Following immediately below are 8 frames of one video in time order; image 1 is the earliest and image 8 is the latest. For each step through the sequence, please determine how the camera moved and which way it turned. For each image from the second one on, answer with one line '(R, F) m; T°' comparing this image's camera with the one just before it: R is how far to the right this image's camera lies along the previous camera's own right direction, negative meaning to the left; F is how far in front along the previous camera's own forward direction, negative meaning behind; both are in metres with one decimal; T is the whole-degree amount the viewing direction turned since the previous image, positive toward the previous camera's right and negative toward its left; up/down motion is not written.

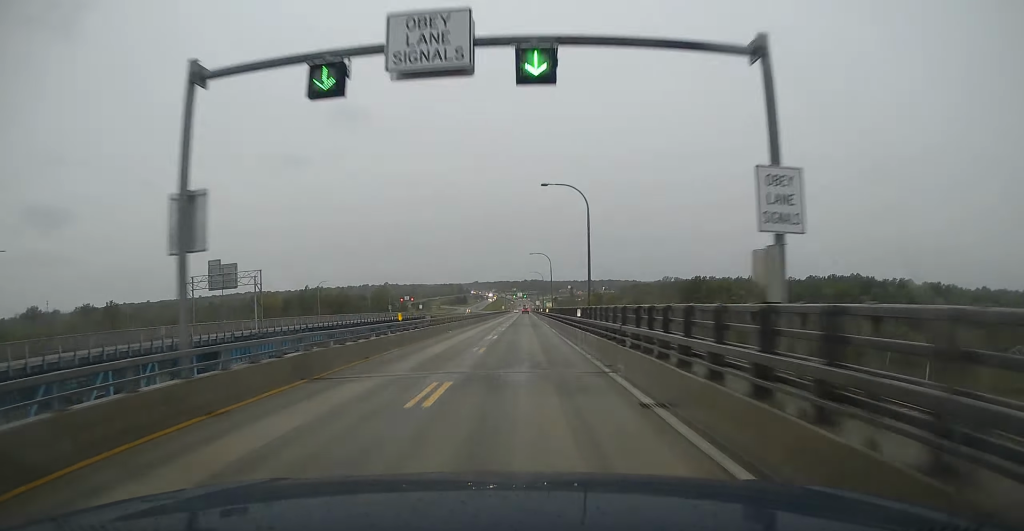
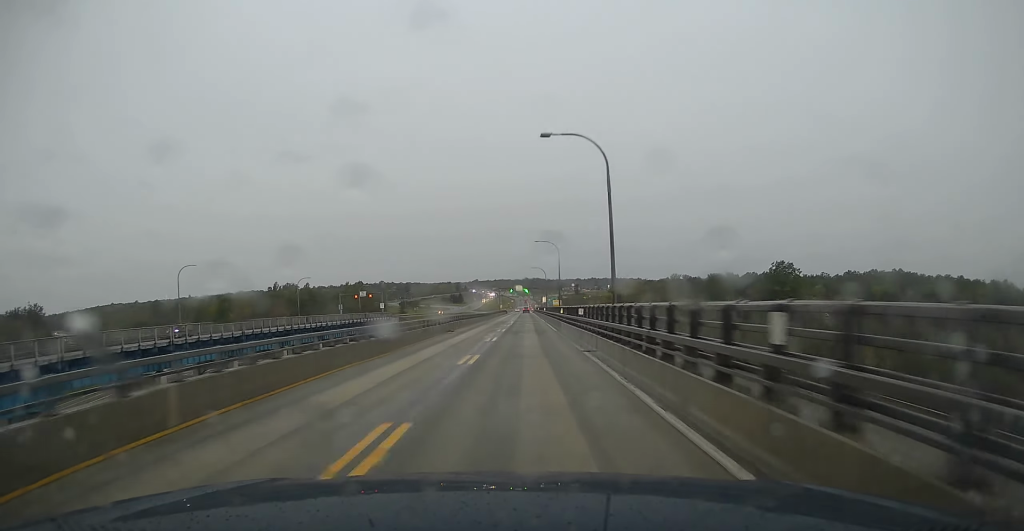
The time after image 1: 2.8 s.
(0.0, +63.1) m; 0°
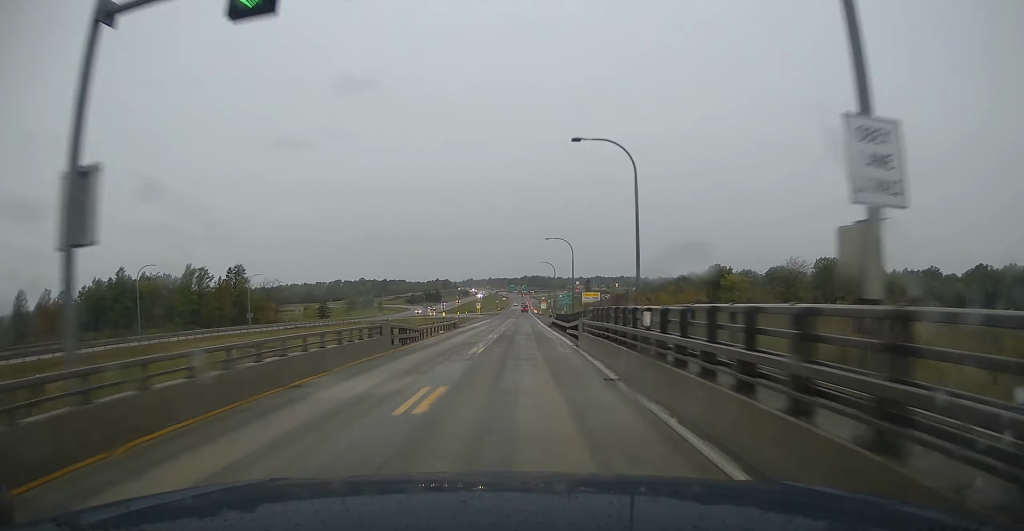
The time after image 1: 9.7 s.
(-0.6, +152.7) m; -1°
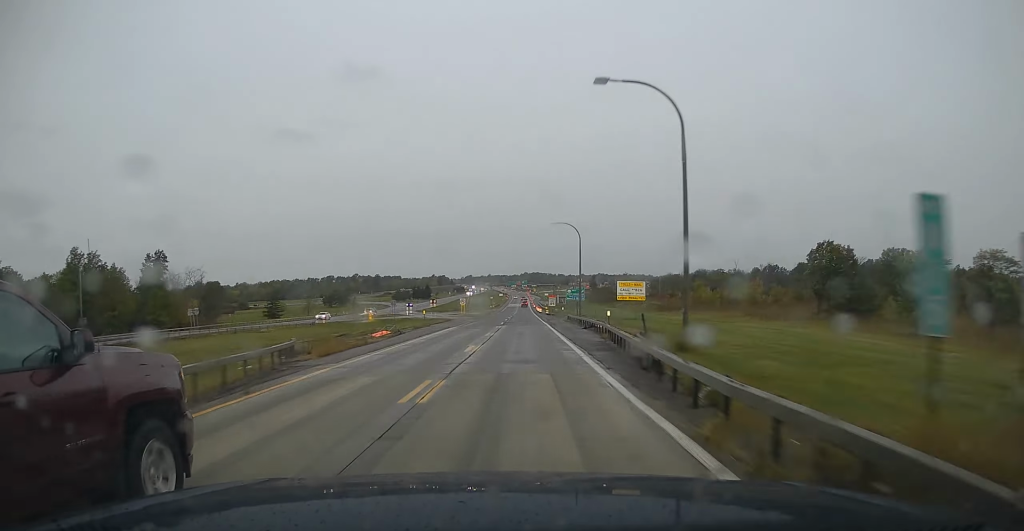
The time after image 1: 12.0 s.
(0.0, +49.5) m; 0°
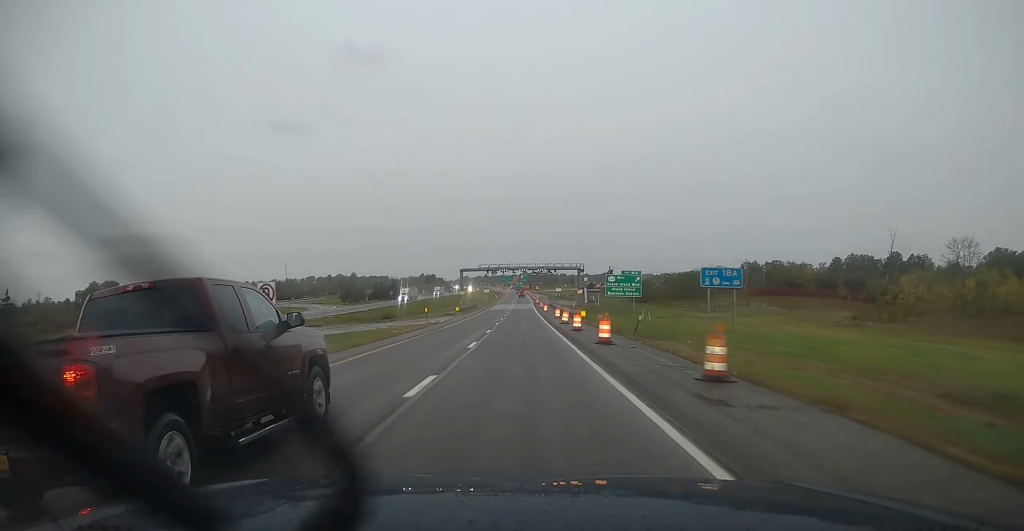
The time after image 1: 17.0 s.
(-0.2, +110.0) m; 0°
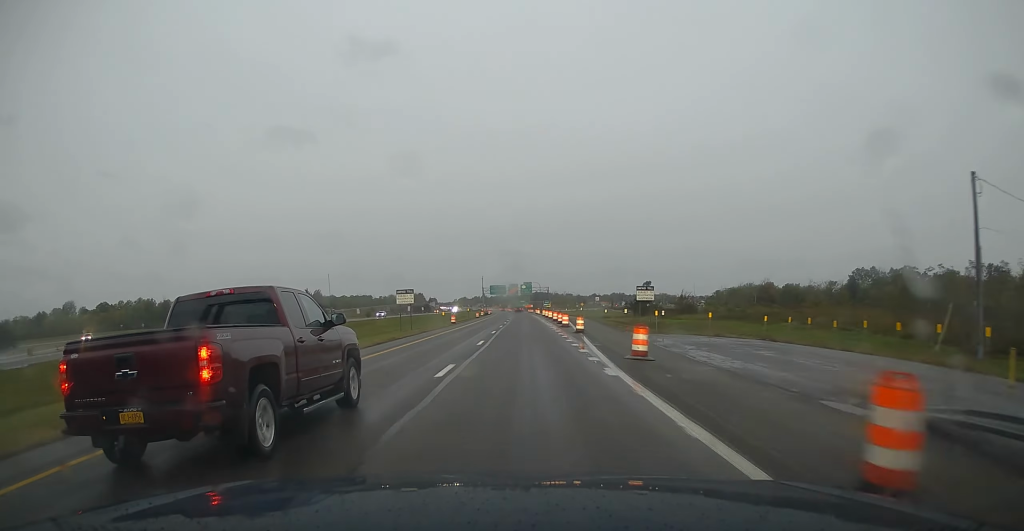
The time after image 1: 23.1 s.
(+0.6, +134.8) m; 0°
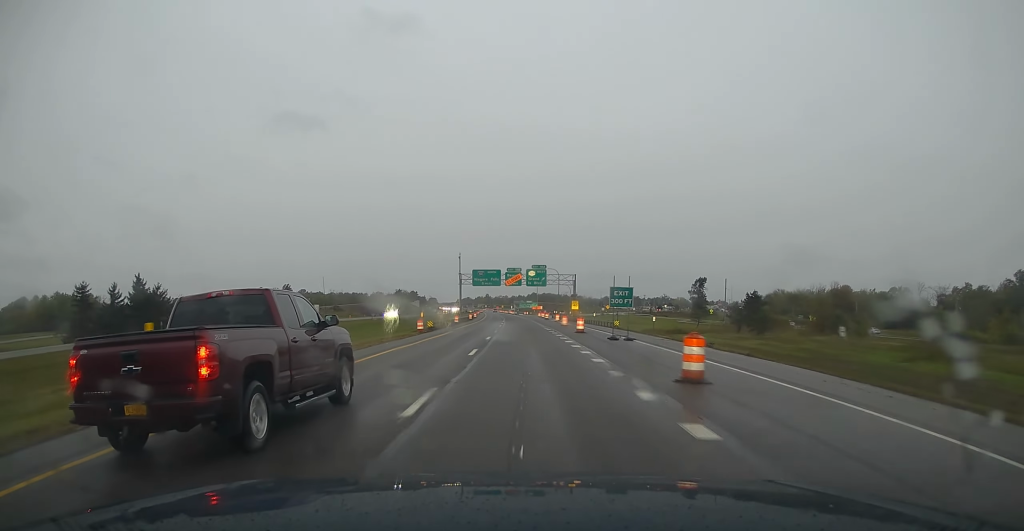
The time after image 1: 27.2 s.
(0.0, +93.4) m; -1°
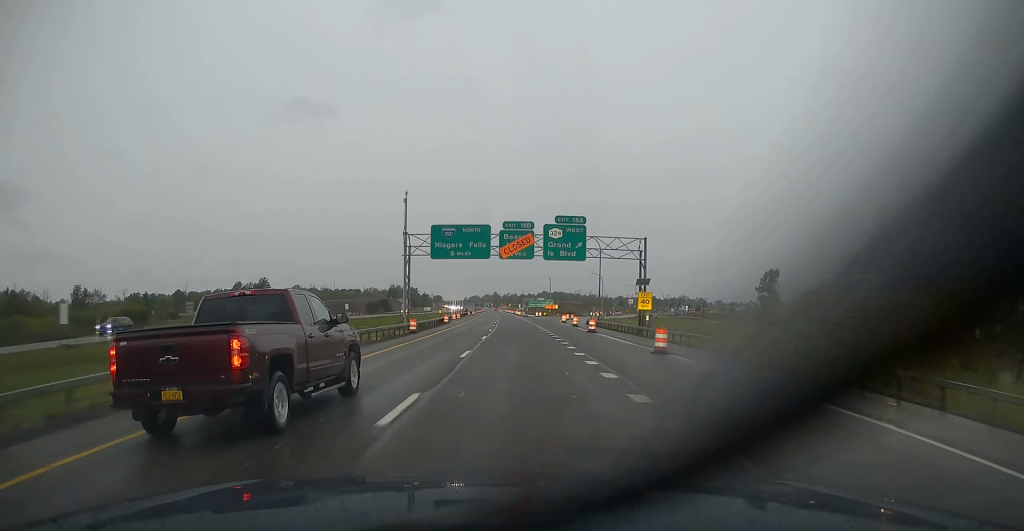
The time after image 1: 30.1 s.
(-0.7, +64.5) m; -1°
